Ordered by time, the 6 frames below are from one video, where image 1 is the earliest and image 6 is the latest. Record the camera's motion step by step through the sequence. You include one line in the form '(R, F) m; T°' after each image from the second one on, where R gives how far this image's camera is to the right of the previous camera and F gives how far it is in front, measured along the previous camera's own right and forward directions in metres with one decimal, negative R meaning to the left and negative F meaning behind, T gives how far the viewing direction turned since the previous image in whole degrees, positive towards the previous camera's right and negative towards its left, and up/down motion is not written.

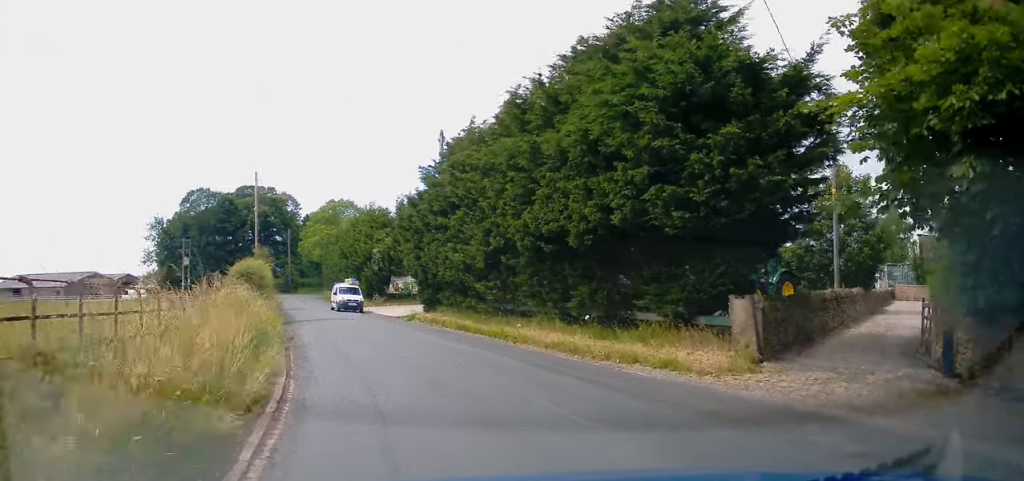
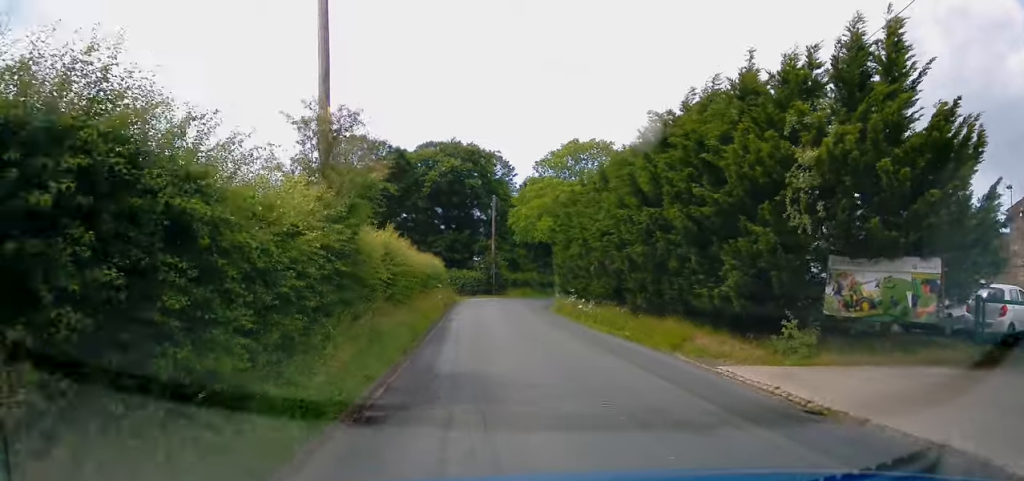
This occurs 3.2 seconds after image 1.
(-9.6, +33.2) m; -22°
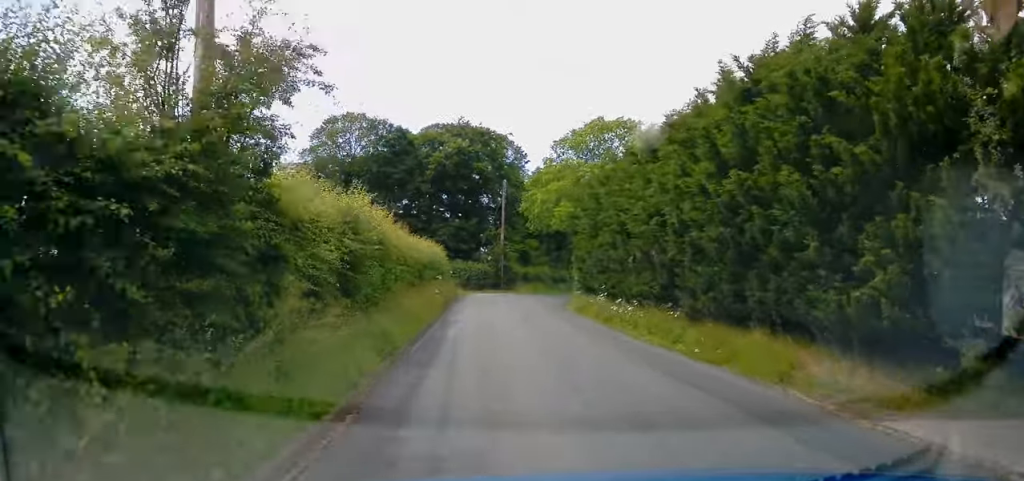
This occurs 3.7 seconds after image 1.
(0.0, +5.8) m; 0°
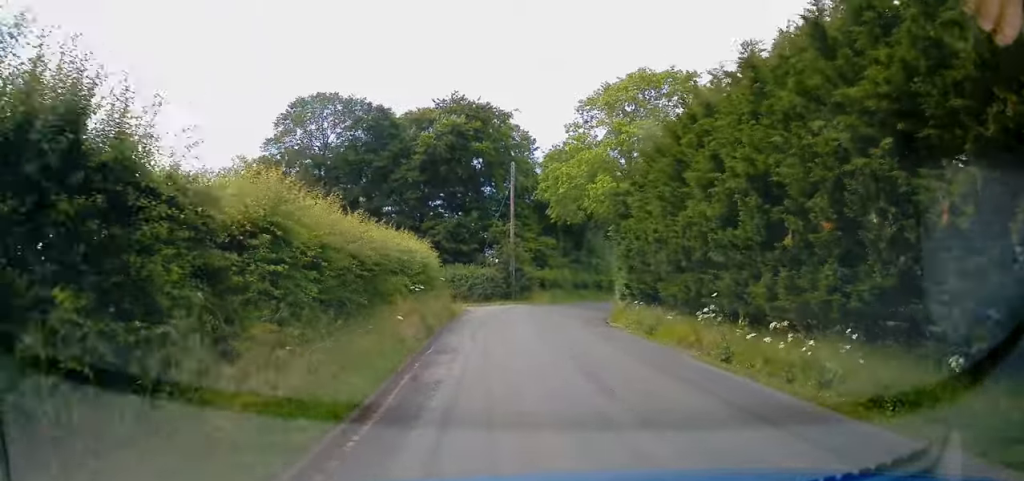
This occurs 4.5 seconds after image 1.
(-0.1, +10.8) m; +1°
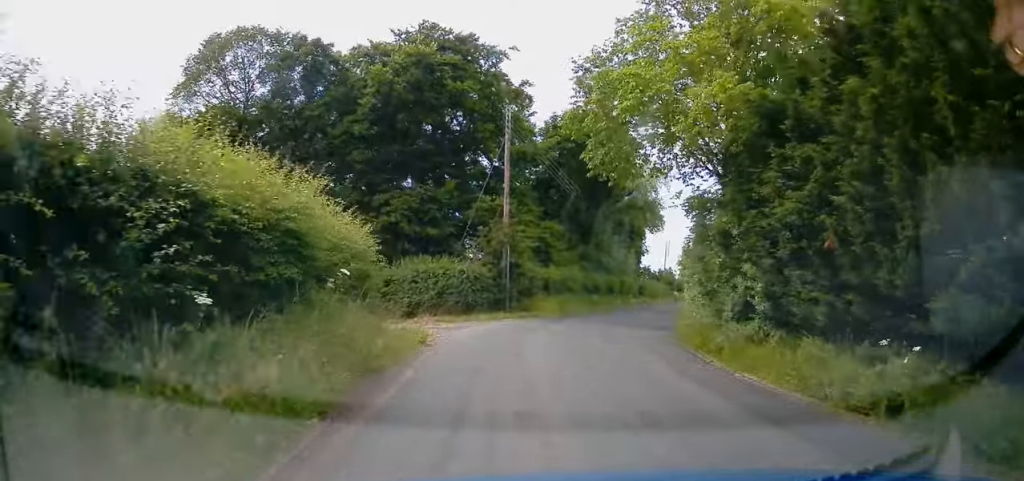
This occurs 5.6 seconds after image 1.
(+0.4, +13.9) m; +6°
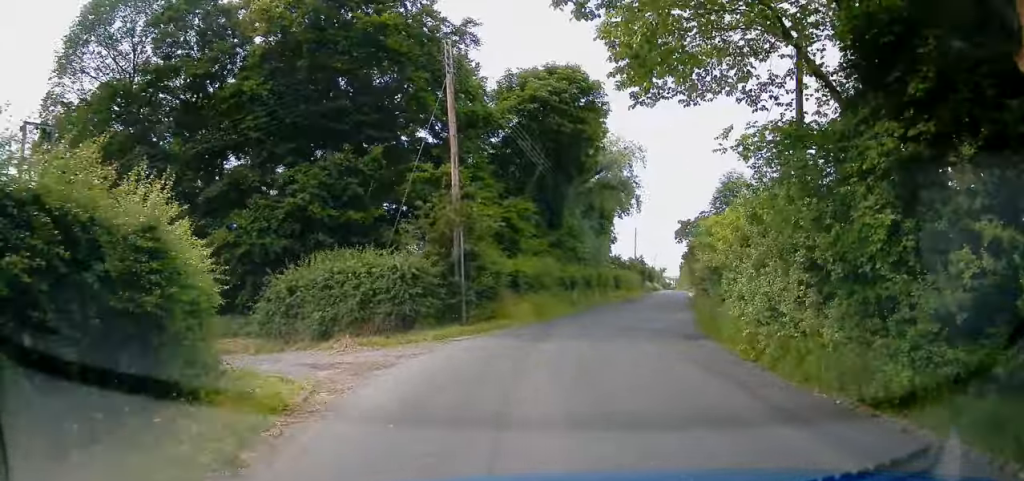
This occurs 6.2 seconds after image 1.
(+0.5, +8.2) m; +4°
